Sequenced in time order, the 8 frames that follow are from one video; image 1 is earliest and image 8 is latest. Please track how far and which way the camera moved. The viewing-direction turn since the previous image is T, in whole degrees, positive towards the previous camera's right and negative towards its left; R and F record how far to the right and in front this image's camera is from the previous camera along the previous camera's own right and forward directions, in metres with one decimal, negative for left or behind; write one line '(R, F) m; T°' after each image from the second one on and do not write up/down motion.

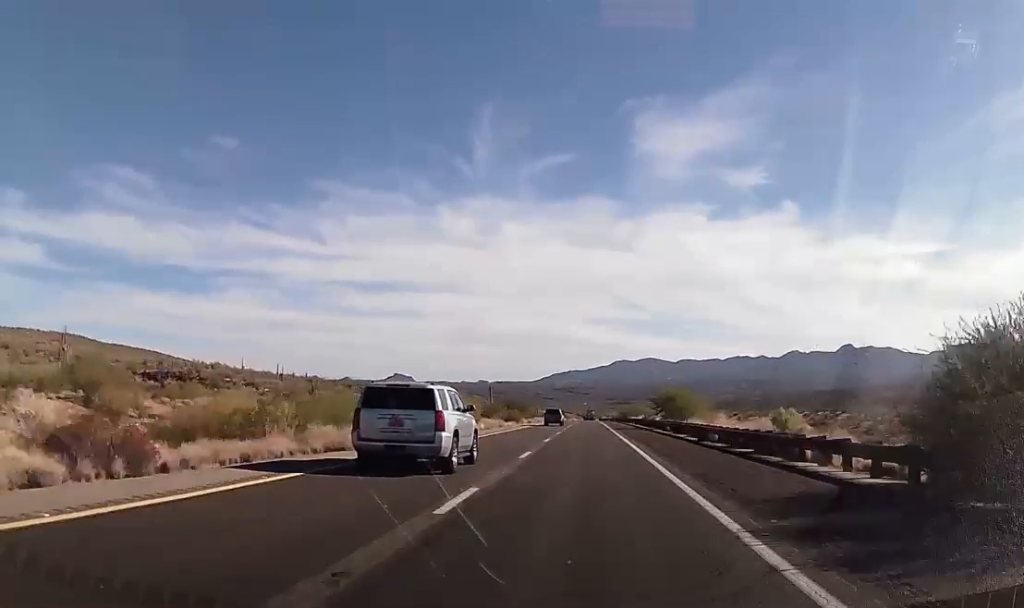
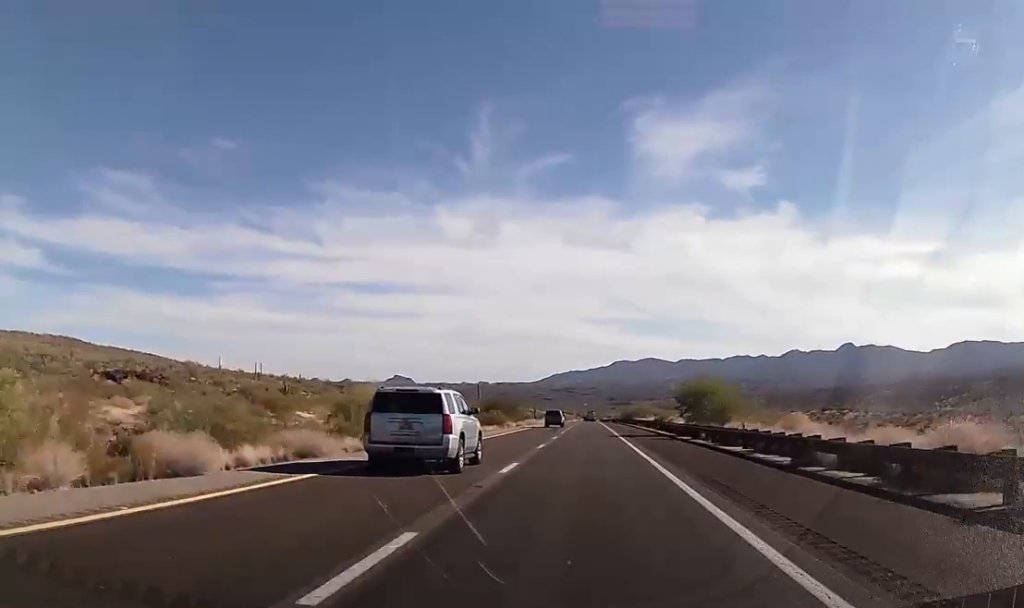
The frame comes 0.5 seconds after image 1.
(0.0, +16.8) m; 0°
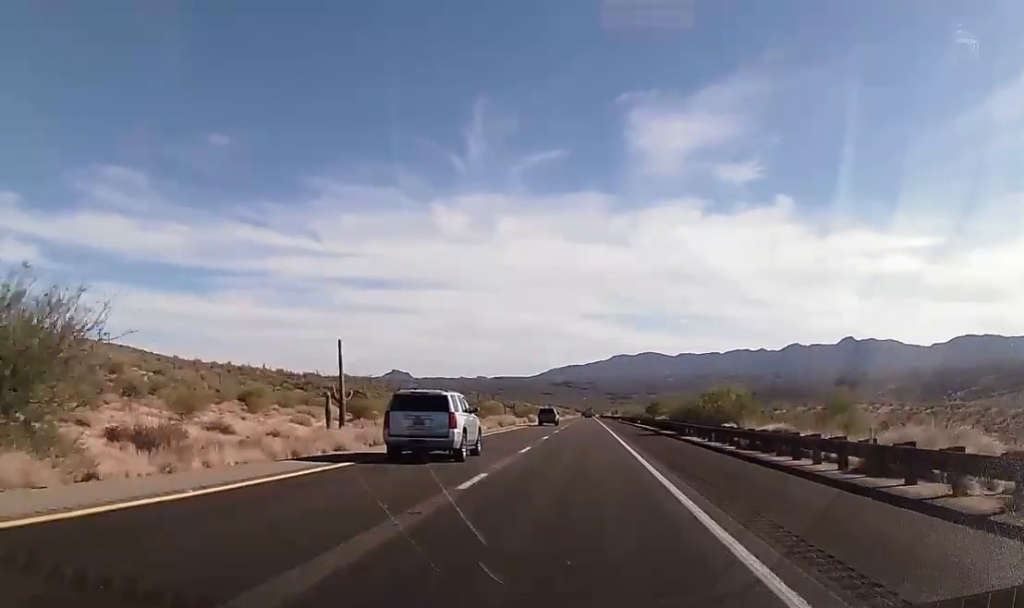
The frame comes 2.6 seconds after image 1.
(+0.4, +78.4) m; +1°
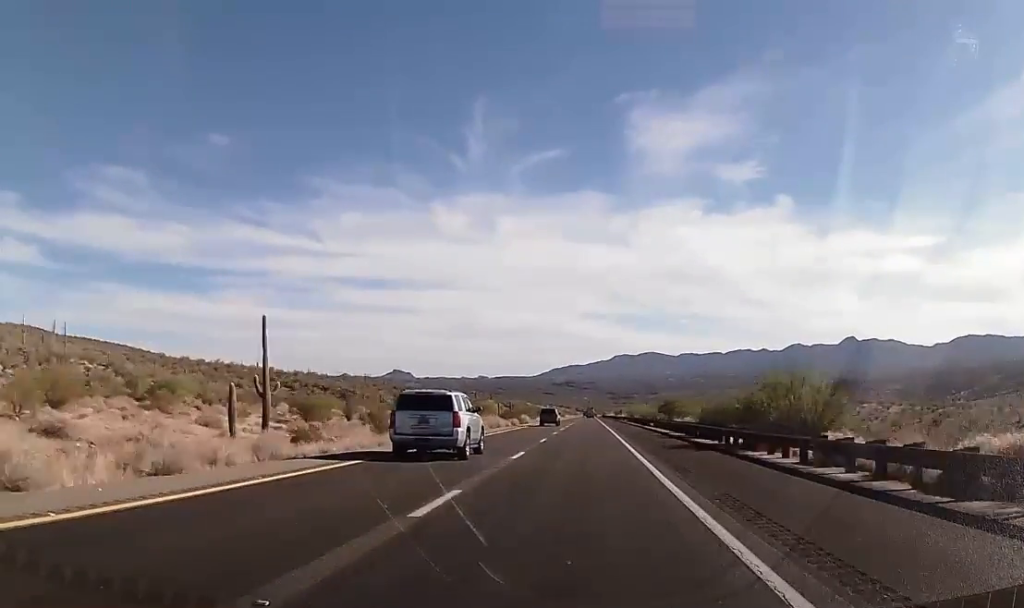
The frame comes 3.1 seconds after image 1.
(+0.1, +15.8) m; 0°
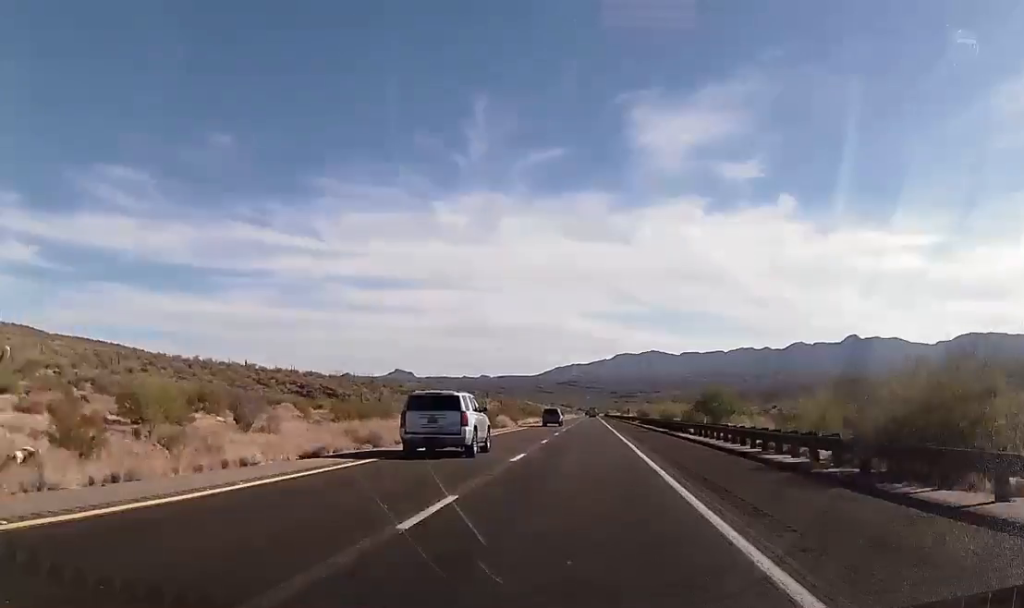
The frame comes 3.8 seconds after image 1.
(-0.2, +25.5) m; 0°
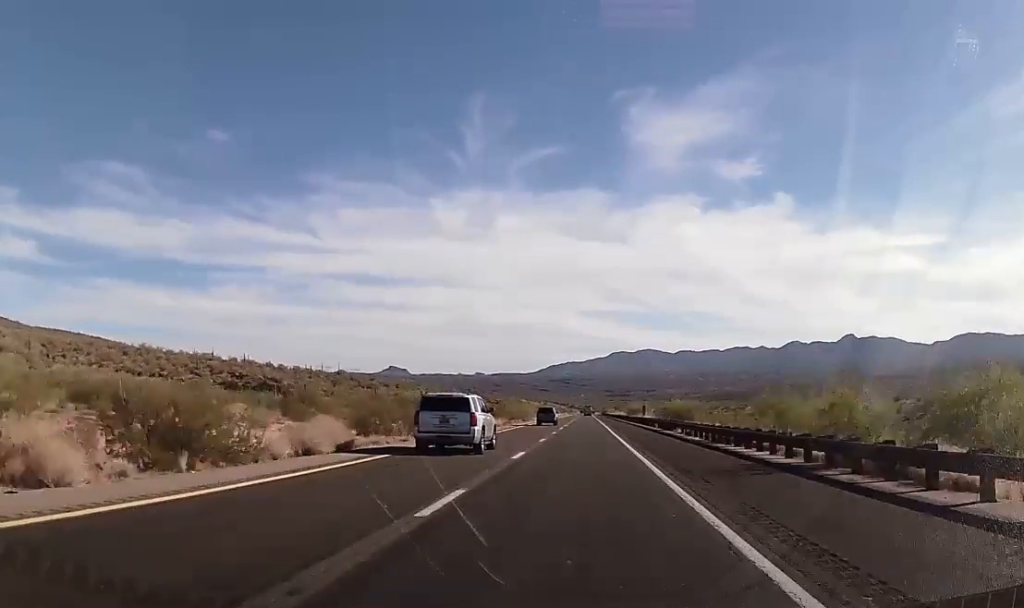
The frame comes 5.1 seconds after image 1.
(-0.2, +47.4) m; -1°
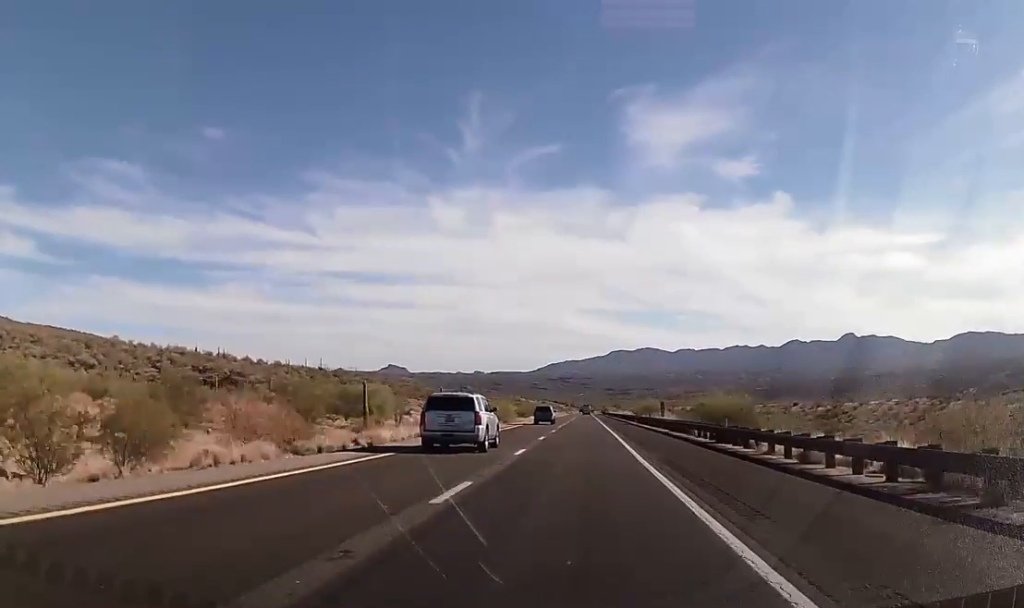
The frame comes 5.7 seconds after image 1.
(-0.1, +23.0) m; 0°
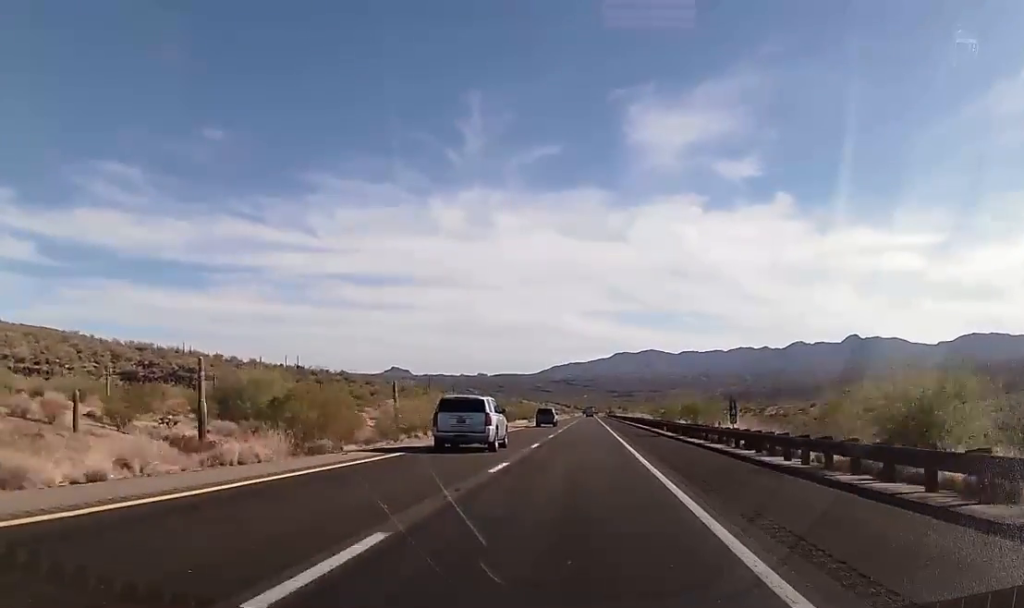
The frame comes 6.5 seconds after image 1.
(0.0, +30.3) m; 0°
